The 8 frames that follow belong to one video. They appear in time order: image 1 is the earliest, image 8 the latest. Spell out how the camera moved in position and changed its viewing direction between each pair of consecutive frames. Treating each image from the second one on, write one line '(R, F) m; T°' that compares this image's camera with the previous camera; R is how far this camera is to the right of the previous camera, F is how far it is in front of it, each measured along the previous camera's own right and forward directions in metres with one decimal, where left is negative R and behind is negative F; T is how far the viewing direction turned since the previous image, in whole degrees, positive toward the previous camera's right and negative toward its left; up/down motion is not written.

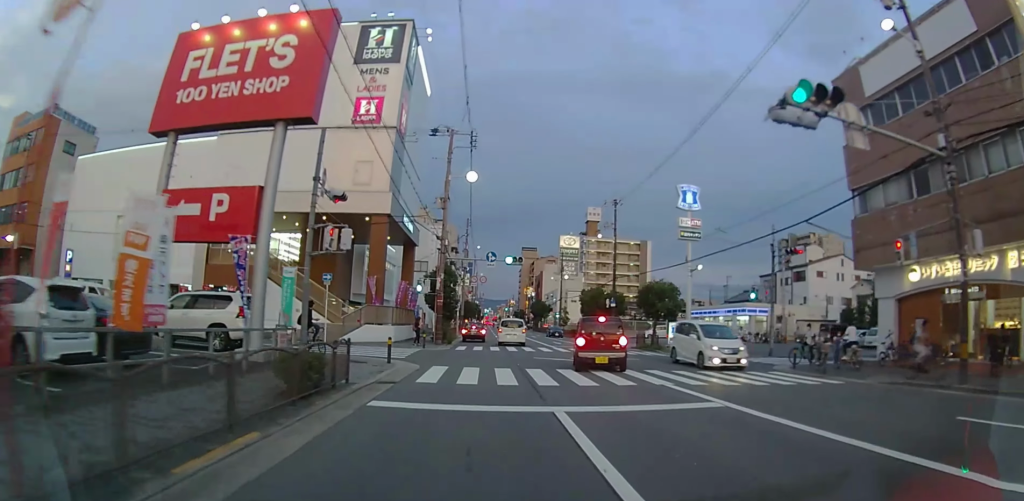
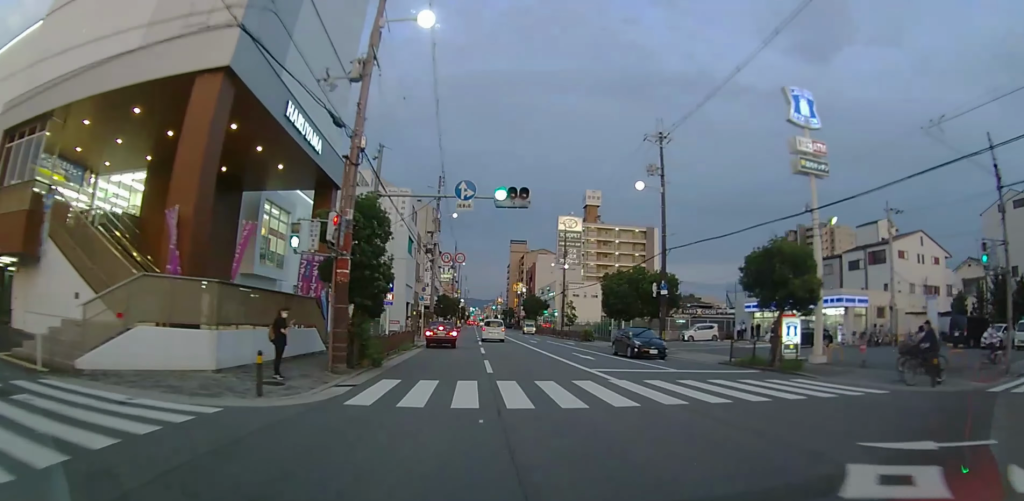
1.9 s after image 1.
(+0.3, +17.8) m; +2°
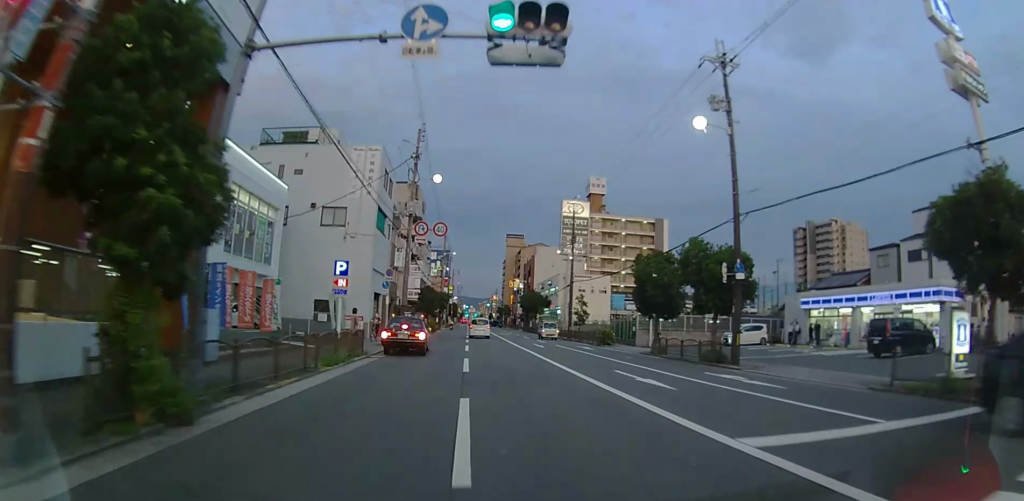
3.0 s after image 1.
(+0.1, +10.4) m; -1°
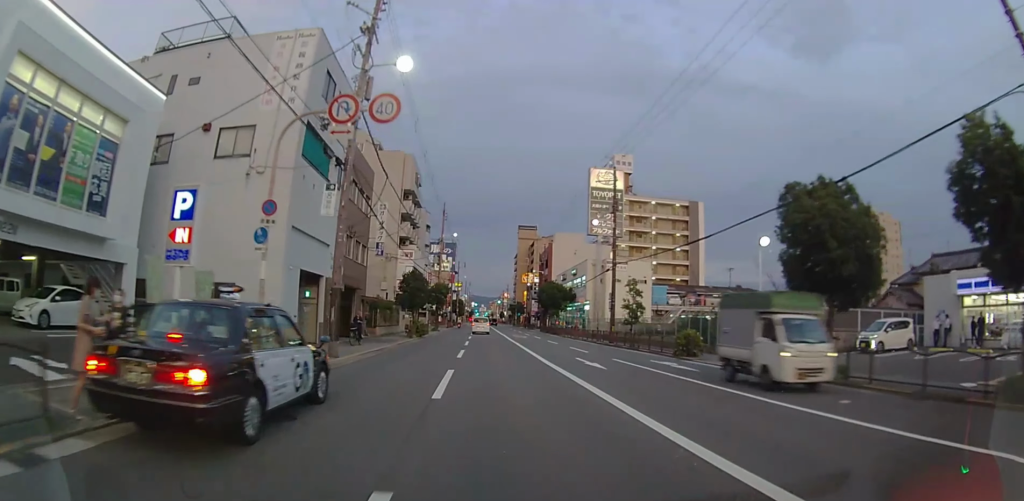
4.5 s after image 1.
(-0.7, +15.1) m; -4°
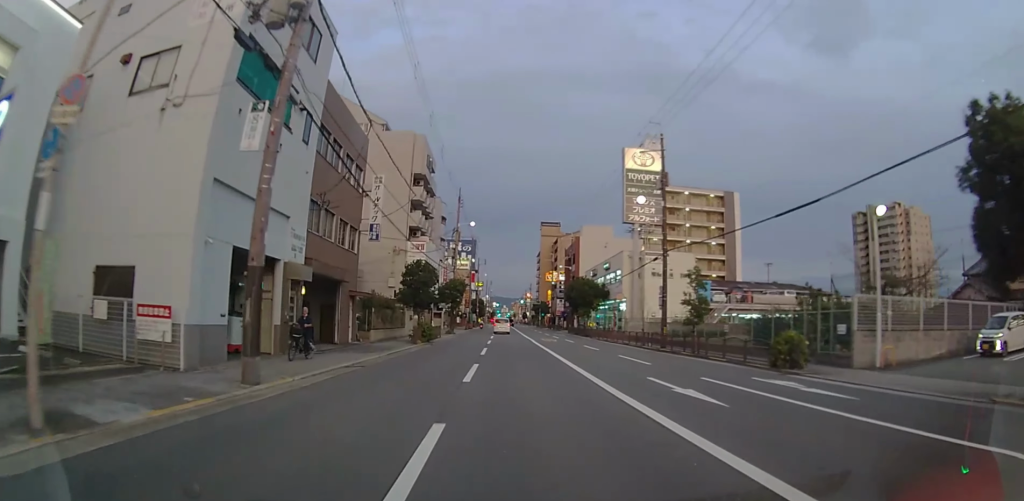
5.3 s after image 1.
(0.0, +7.3) m; 0°
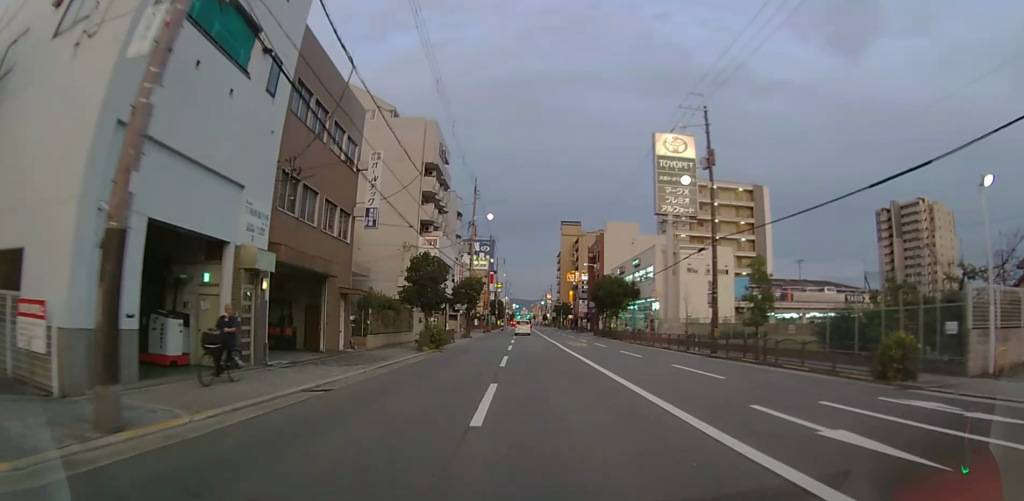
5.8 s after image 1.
(0.0, +5.0) m; 0°
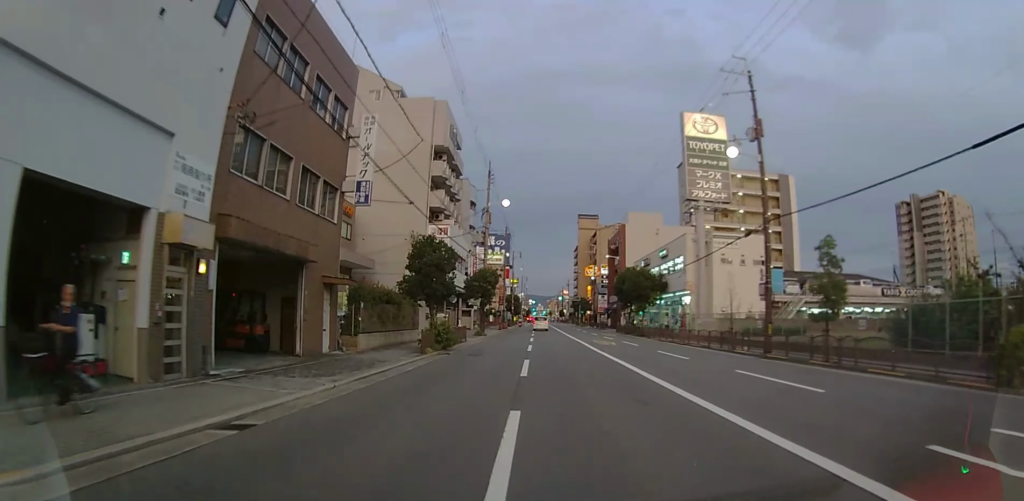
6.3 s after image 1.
(+0.1, +4.1) m; 0°
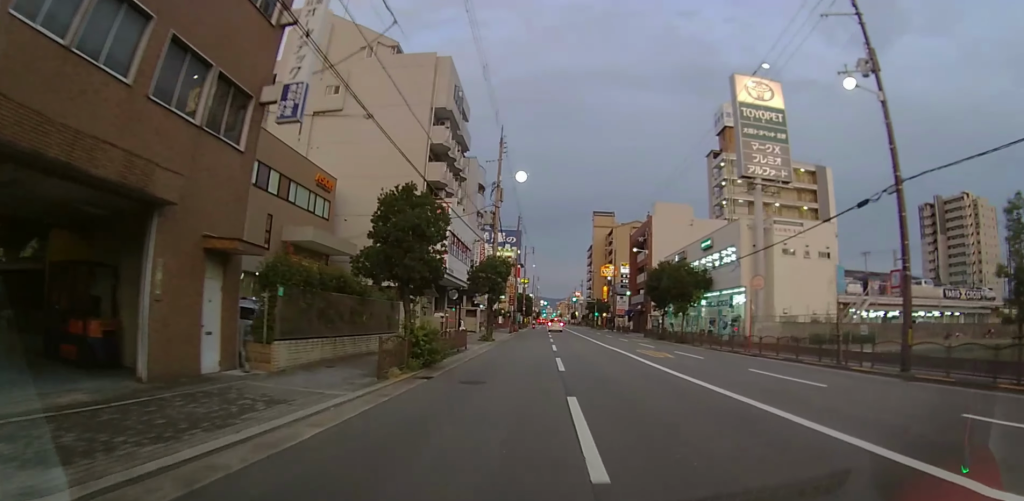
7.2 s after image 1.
(-0.2, +8.3) m; -2°
